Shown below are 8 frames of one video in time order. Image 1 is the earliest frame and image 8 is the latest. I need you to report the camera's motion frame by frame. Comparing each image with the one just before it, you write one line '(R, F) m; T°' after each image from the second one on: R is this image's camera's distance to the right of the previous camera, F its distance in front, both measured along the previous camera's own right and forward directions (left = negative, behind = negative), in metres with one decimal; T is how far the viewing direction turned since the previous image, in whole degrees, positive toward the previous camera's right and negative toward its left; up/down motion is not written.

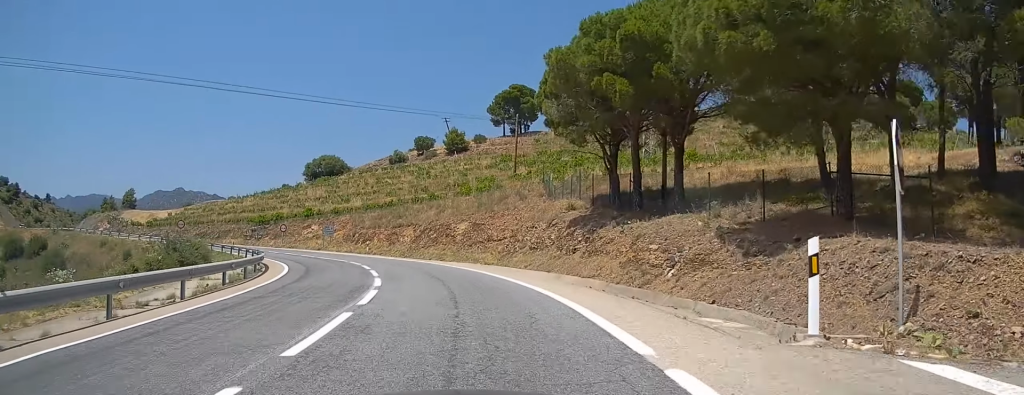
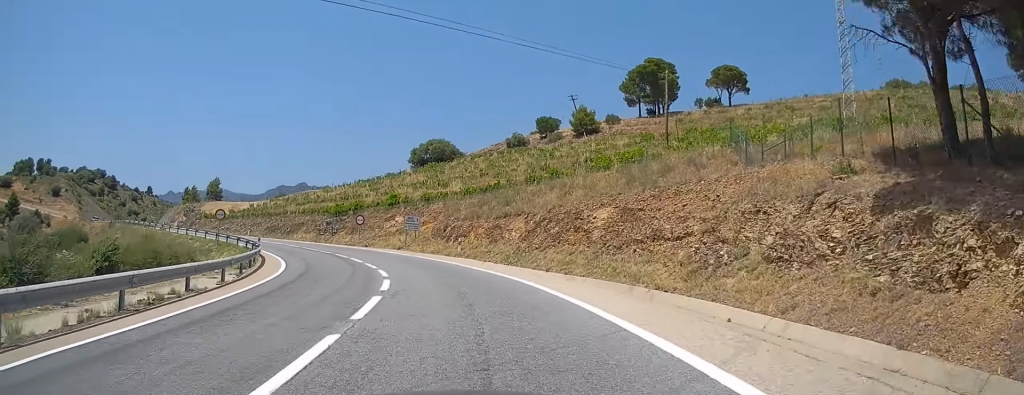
(-1.5, +17.3) m; -11°
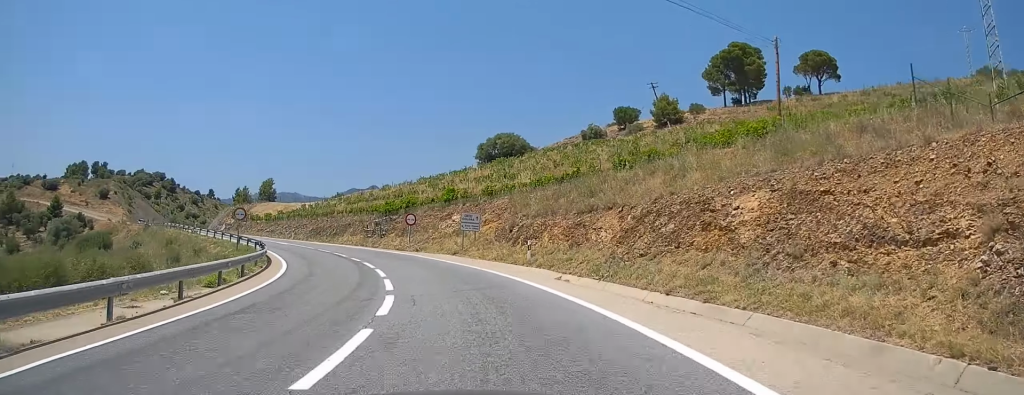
(-0.8, +9.4) m; -7°
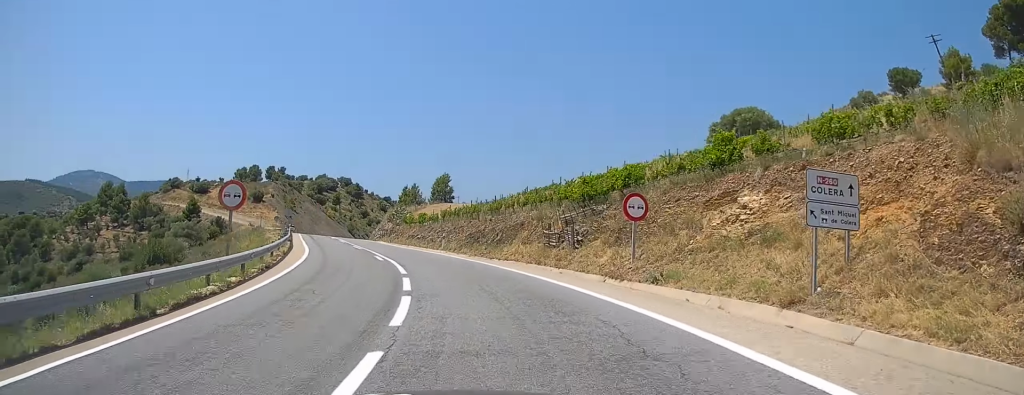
(-4.1, +26.5) m; -18°
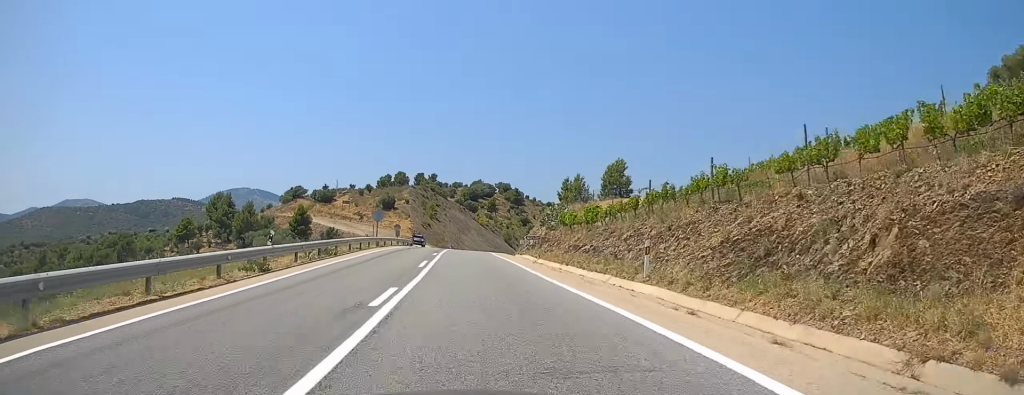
(-4.2, +28.4) m; -14°
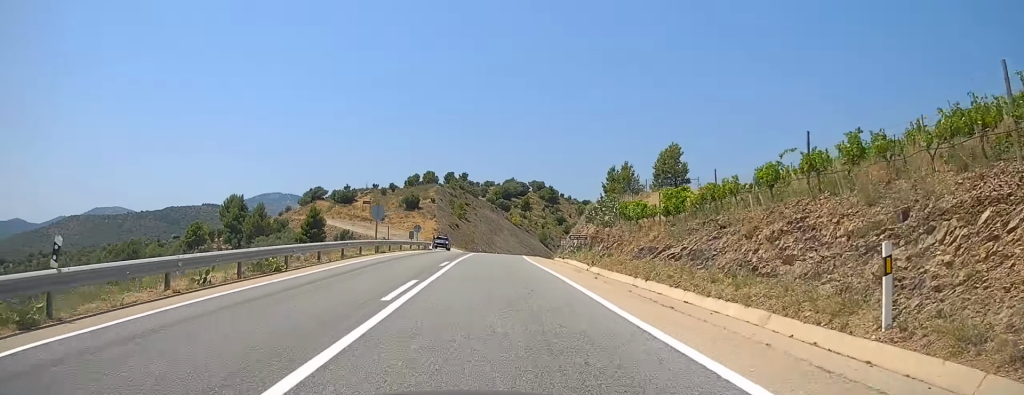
(-0.7, +12.0) m; -3°
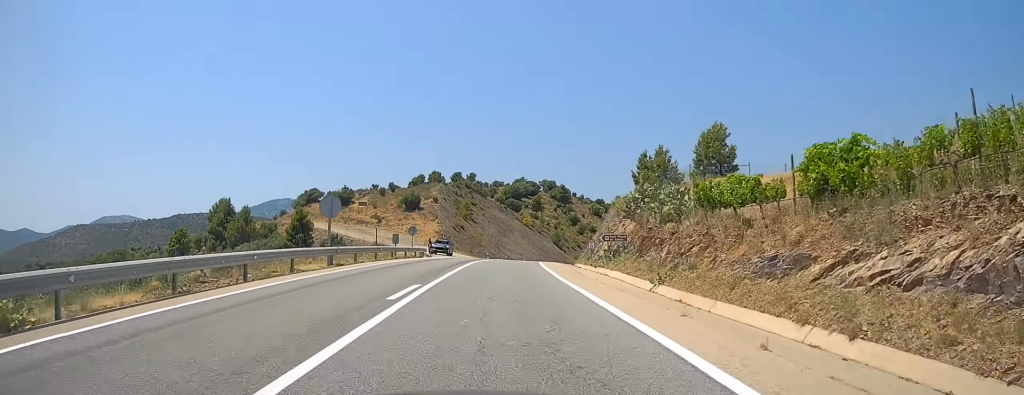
(-0.1, +12.6) m; 0°
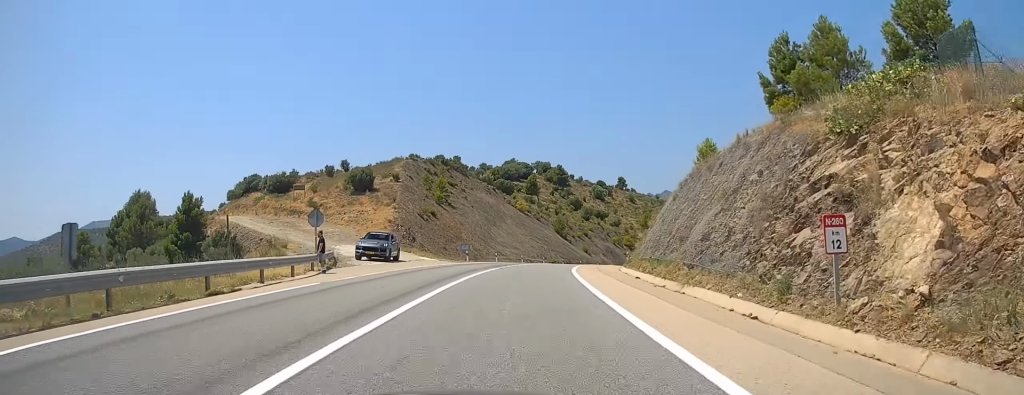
(+0.4, +33.1) m; +2°
